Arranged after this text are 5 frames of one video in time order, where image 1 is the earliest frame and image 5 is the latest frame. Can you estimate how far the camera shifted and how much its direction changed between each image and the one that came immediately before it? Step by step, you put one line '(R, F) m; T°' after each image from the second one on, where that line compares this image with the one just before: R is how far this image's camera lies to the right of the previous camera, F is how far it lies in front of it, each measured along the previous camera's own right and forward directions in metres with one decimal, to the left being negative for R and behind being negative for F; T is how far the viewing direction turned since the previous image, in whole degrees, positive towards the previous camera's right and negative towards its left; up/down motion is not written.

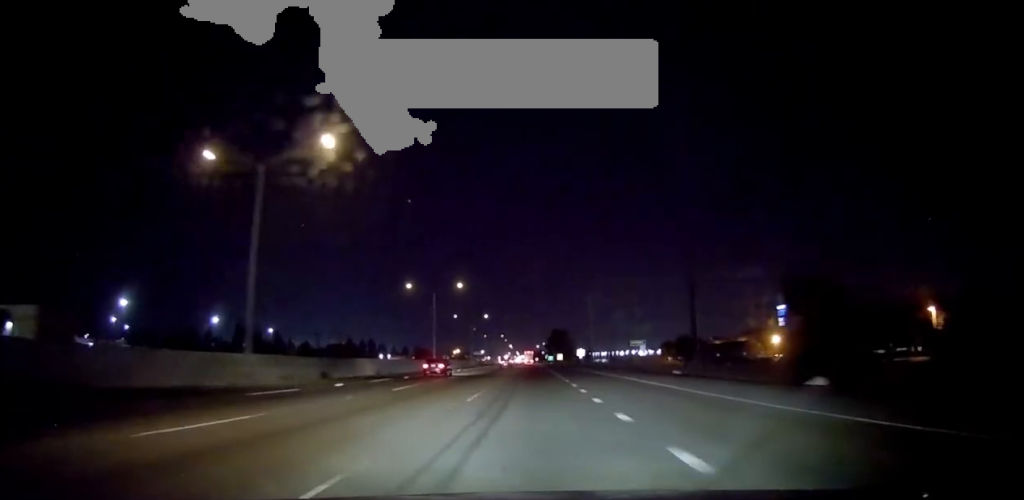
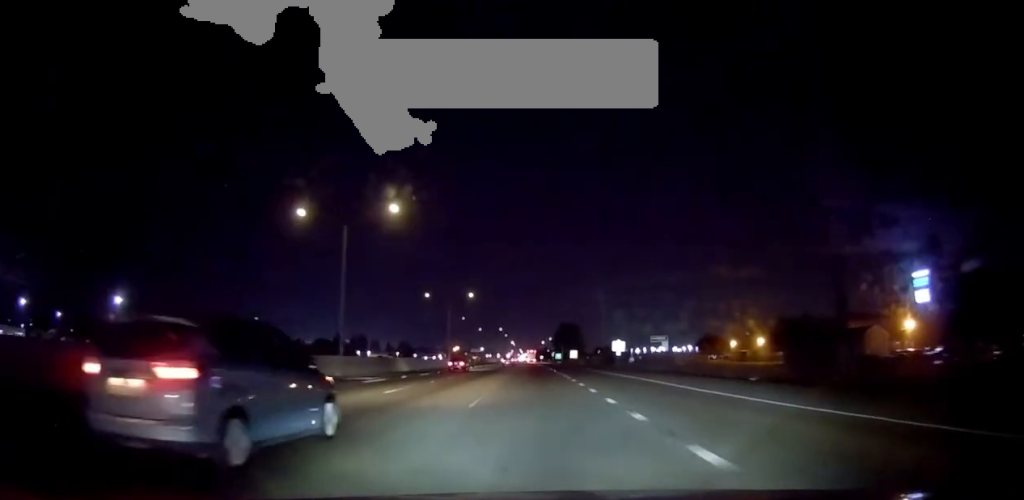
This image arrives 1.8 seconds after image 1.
(0.0, +46.7) m; 0°
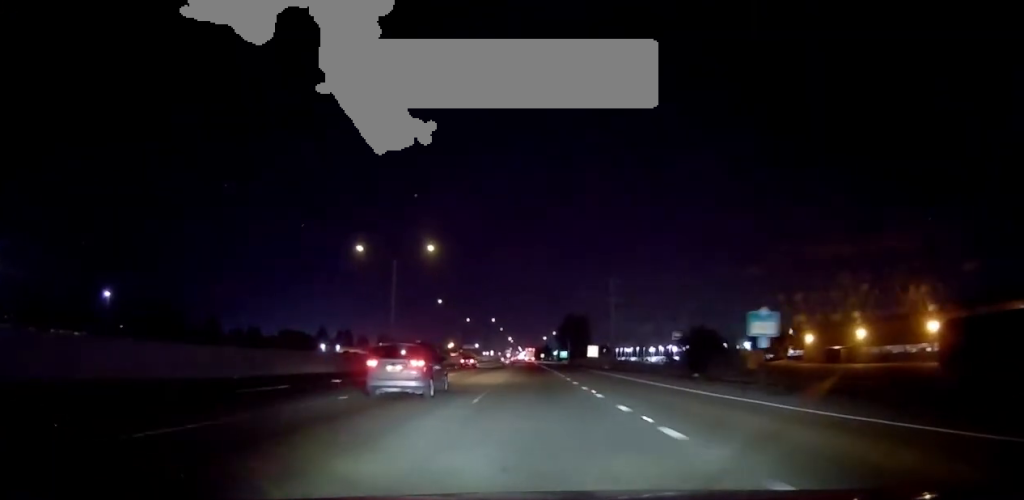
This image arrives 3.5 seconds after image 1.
(0.0, +43.1) m; 0°
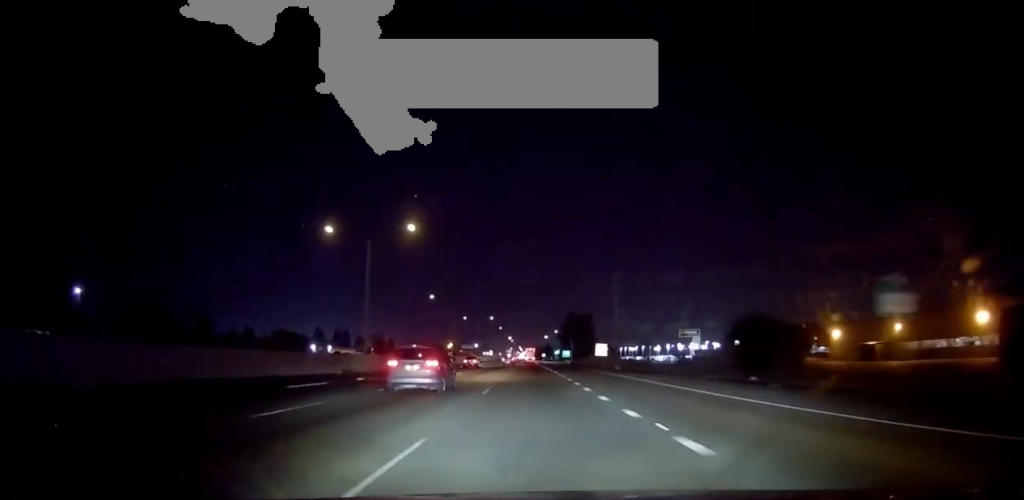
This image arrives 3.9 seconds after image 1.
(0.0, +10.4) m; 0°
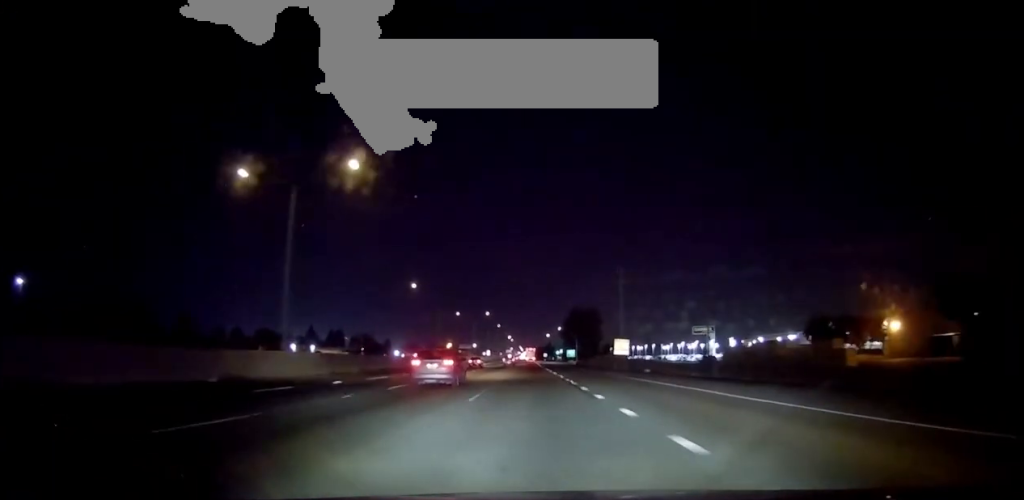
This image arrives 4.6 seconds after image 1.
(+0.3, +18.1) m; 0°
